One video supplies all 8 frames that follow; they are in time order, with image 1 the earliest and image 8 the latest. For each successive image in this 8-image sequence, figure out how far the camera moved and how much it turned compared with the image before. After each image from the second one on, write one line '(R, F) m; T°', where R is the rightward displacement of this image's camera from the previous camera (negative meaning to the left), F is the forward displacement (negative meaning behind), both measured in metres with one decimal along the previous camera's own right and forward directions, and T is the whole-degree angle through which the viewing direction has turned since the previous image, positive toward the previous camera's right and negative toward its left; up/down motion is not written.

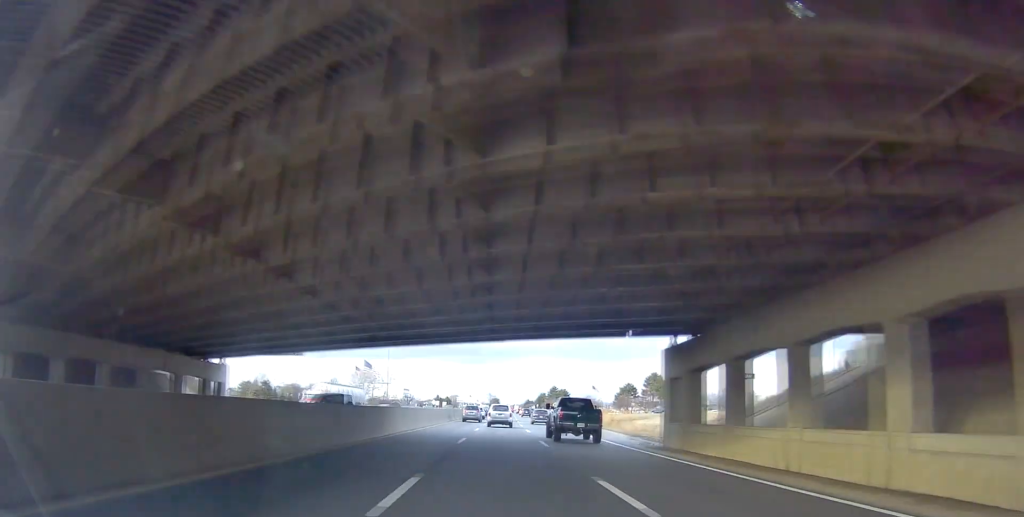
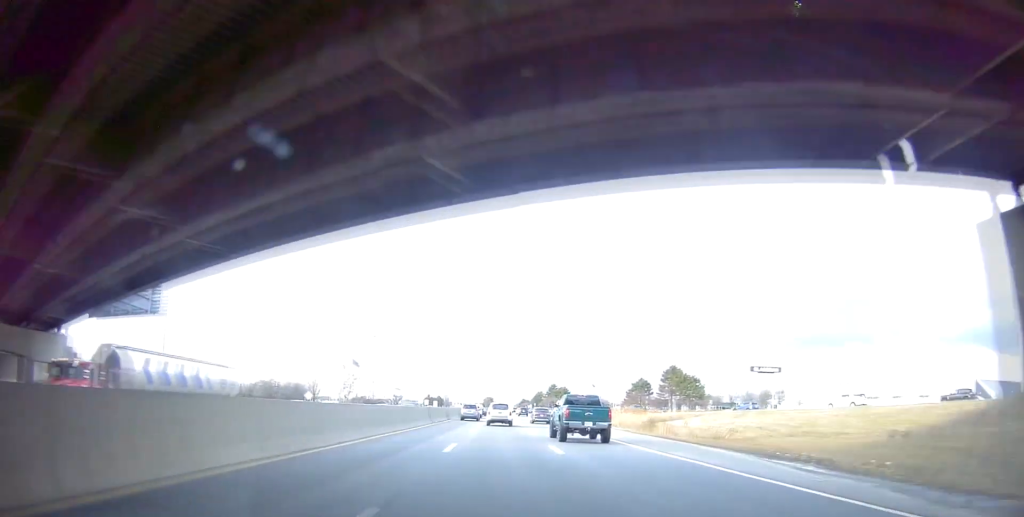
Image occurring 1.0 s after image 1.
(+0.2, +20.4) m; +2°
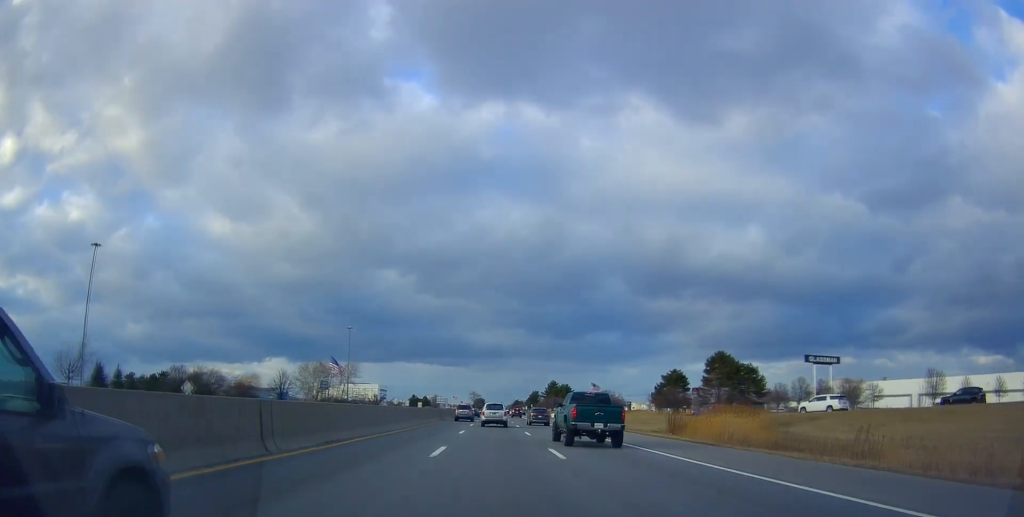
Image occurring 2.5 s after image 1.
(+0.4, +32.2) m; +1°
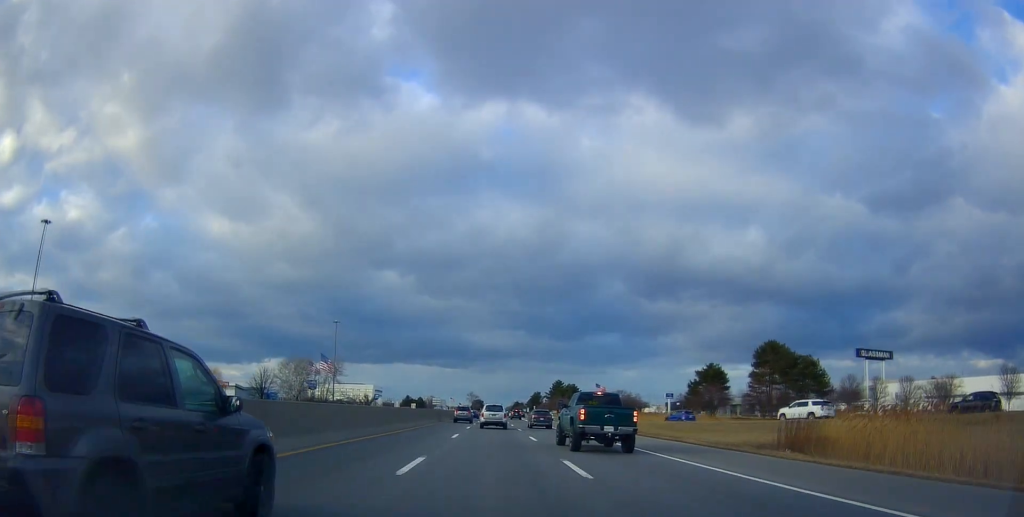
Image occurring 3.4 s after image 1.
(+0.2, +19.7) m; -1°
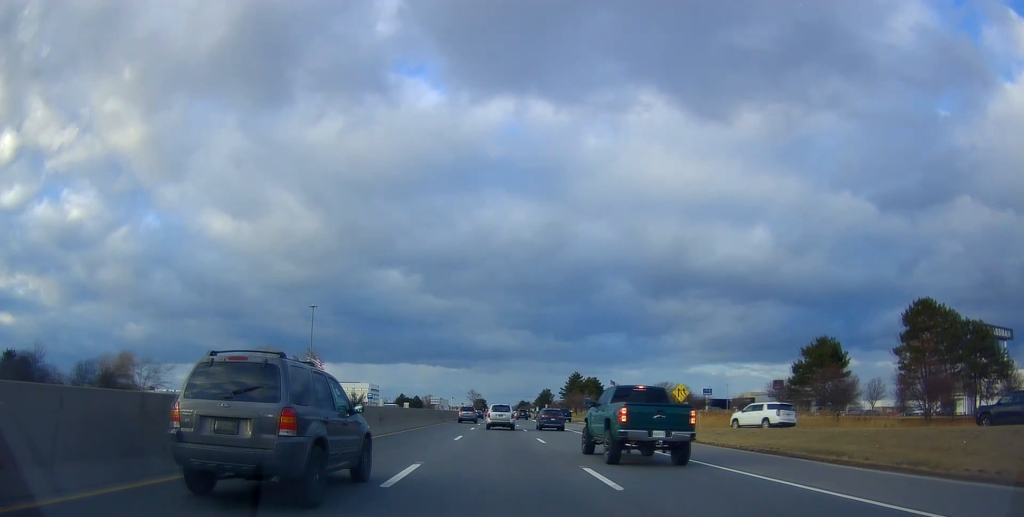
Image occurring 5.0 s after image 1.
(-0.5, +32.7) m; +1°
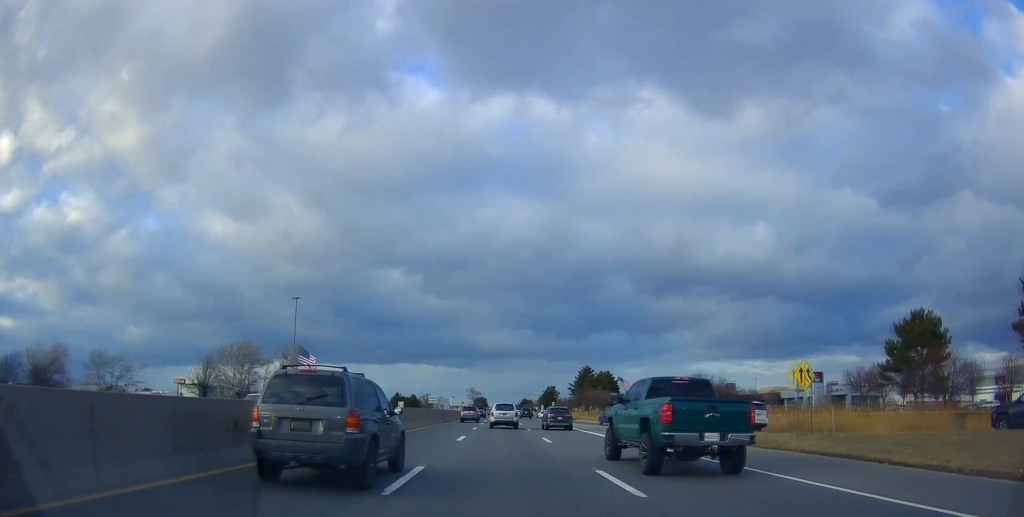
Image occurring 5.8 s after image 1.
(+0.4, +16.3) m; +1°
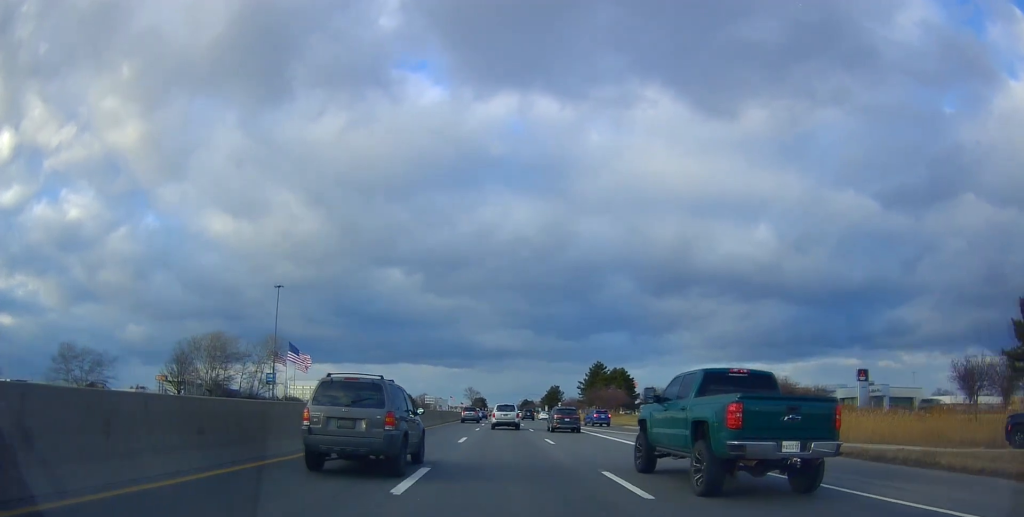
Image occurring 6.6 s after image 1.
(0.0, +15.3) m; -1°
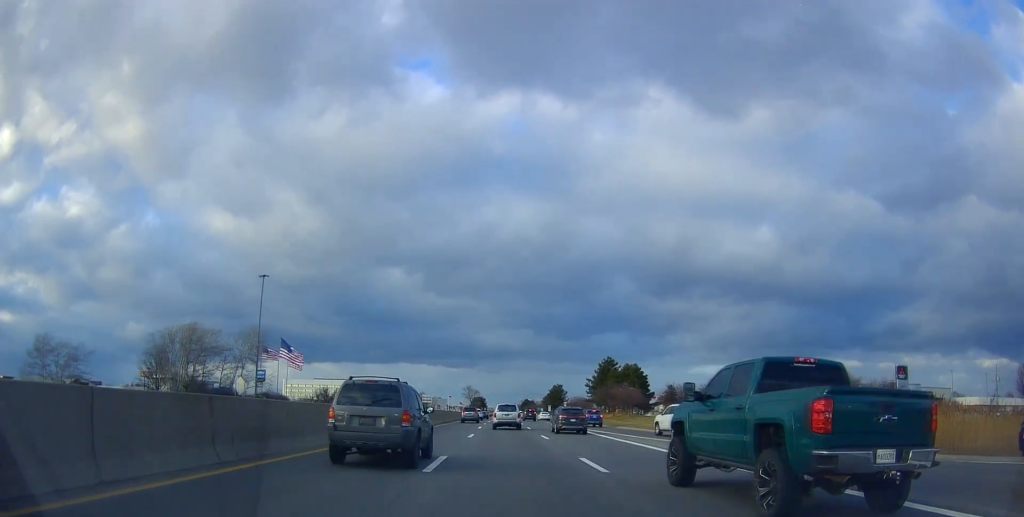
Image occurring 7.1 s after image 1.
(-0.2, +11.1) m; 0°
